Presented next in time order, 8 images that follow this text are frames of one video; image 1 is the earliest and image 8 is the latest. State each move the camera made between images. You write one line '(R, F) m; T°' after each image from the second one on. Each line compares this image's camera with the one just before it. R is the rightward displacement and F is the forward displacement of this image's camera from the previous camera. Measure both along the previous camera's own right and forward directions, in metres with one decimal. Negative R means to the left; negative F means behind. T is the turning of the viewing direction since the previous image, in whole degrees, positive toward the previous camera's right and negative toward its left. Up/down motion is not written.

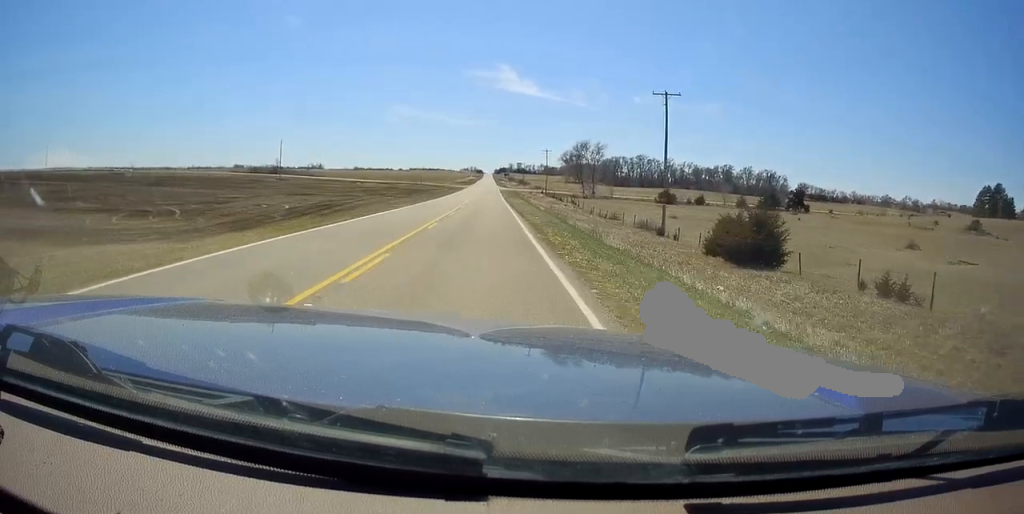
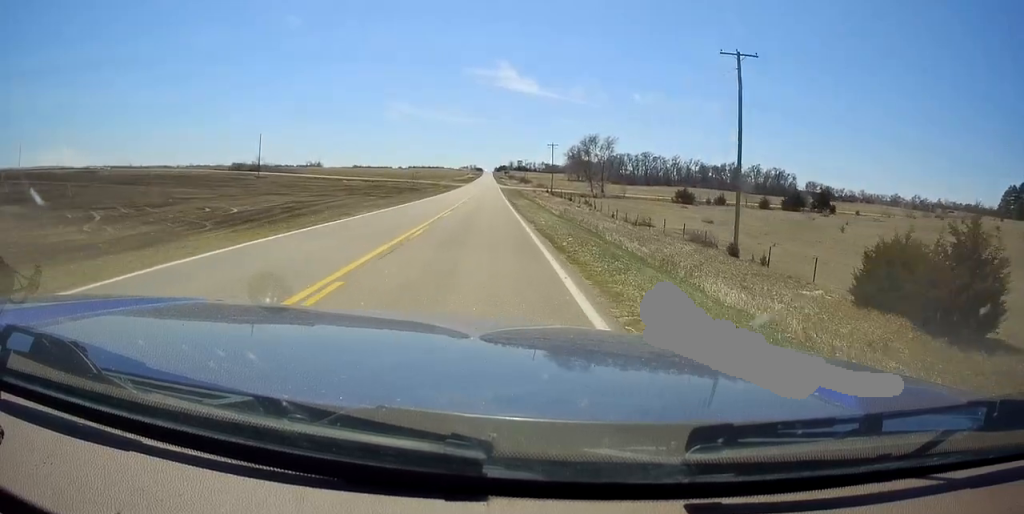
(0.0, +15.0) m; 0°
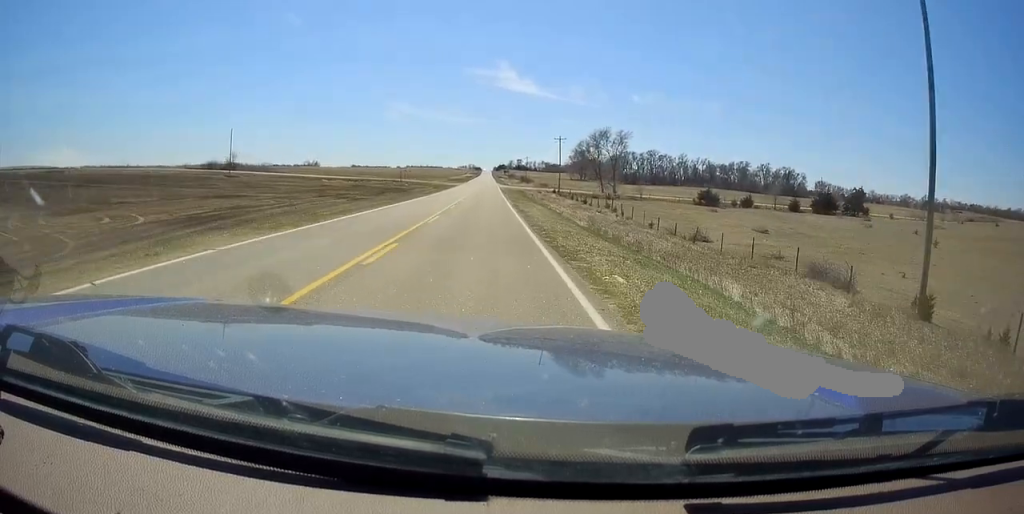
(0.0, +16.9) m; 0°
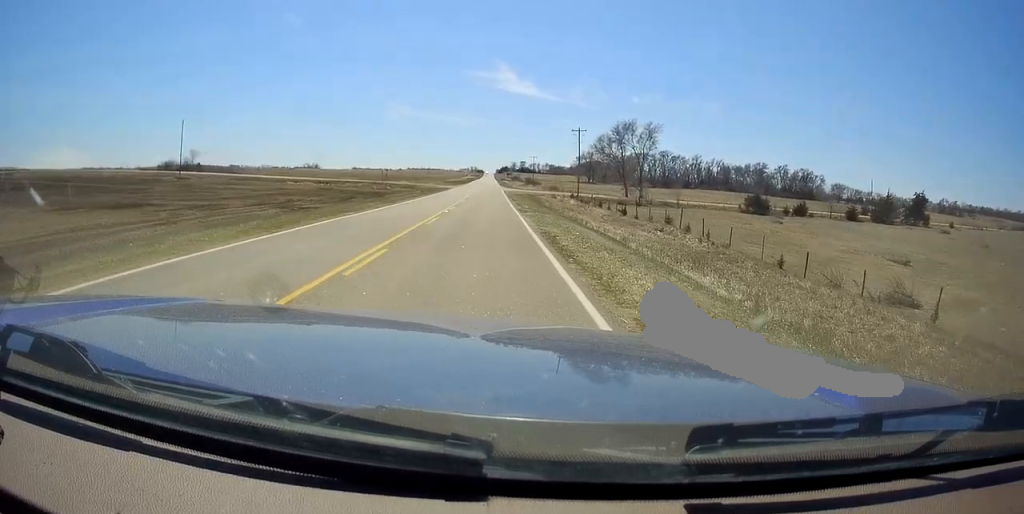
(0.0, +23.7) m; -1°
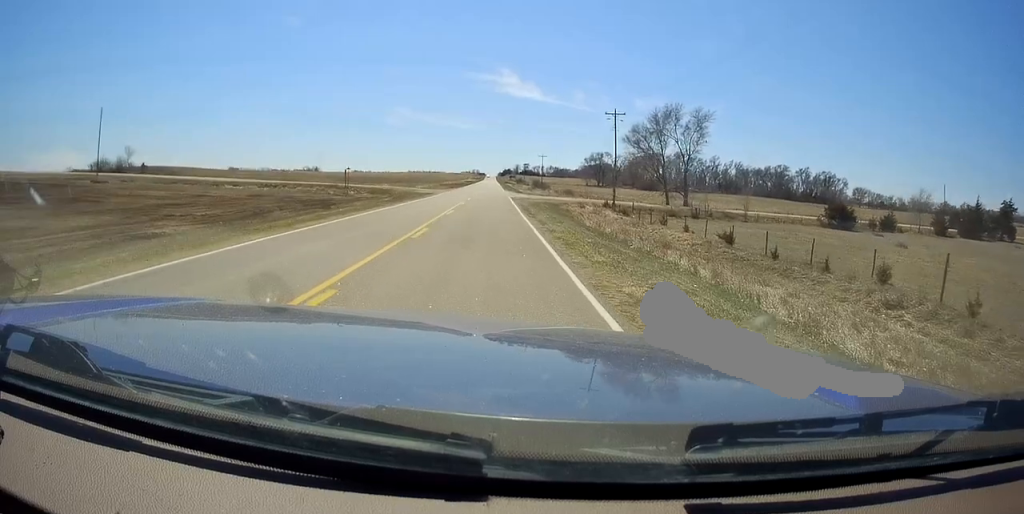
(-0.5, +27.2) m; -1°
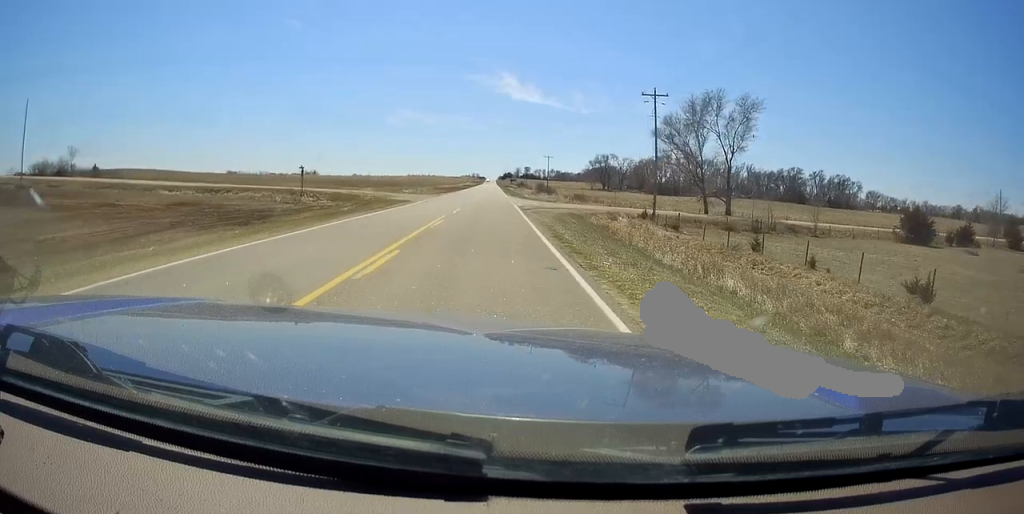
(-0.1, +17.4) m; +1°
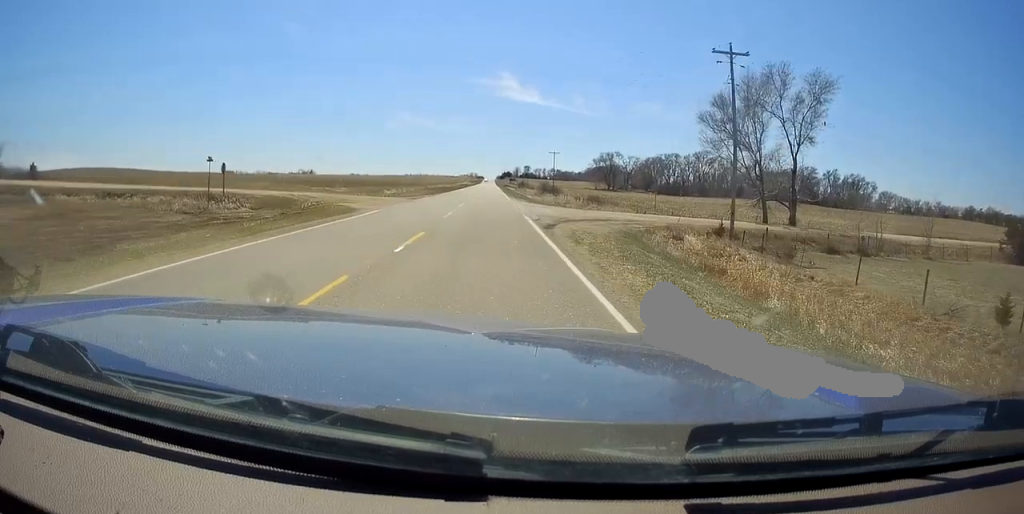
(+0.4, +17.8) m; +1°
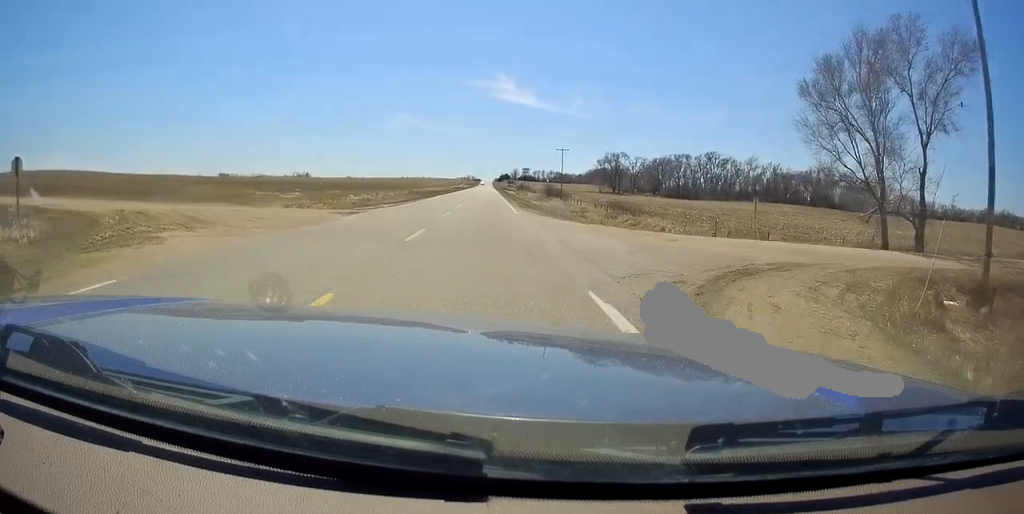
(0.0, +21.0) m; 0°
